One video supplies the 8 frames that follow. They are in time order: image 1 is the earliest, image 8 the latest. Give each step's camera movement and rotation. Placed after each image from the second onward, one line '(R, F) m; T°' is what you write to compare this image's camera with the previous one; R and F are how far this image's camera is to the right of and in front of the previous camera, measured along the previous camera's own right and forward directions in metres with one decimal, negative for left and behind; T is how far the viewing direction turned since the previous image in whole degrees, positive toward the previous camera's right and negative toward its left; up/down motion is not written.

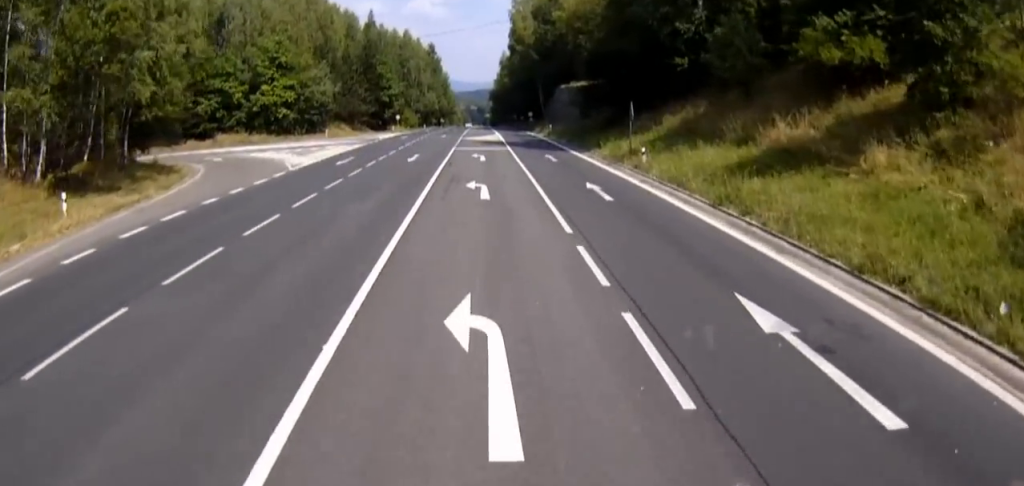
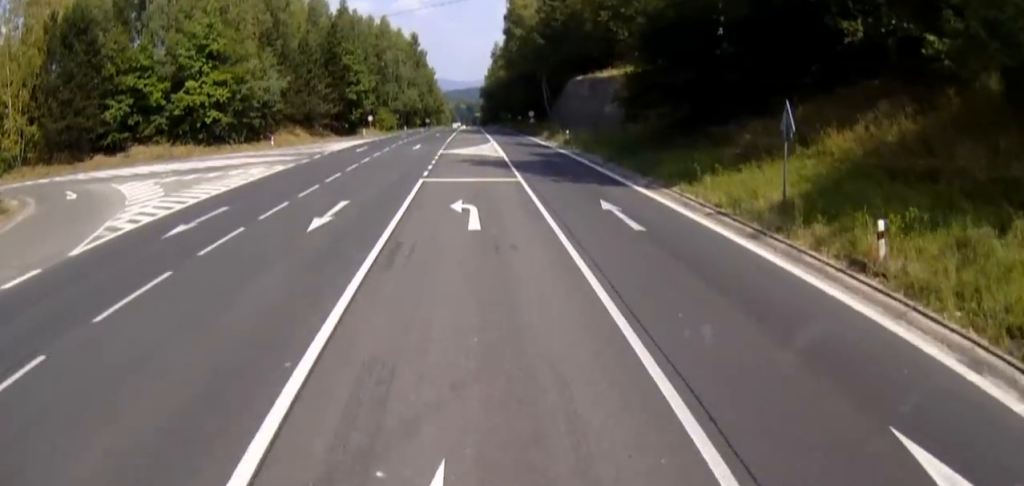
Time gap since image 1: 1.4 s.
(0.0, +22.9) m; 0°
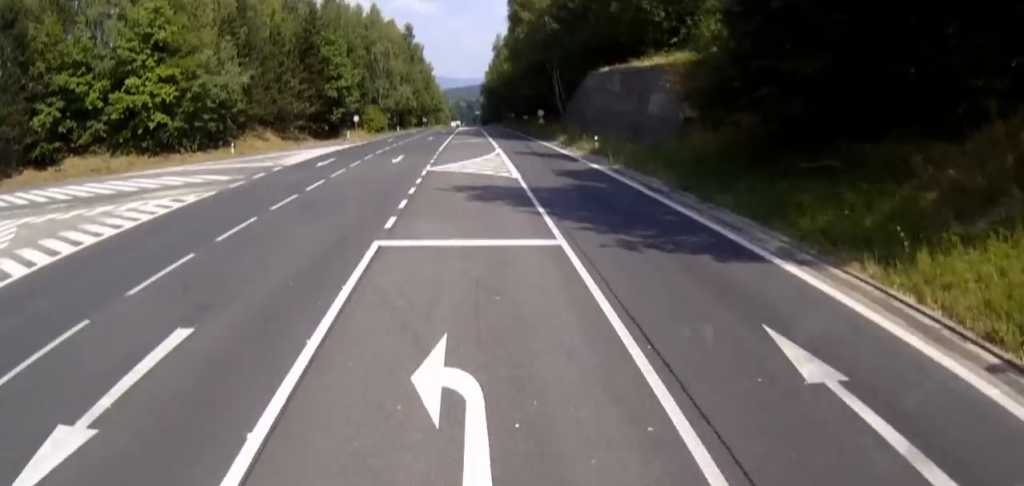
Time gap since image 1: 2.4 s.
(0.0, +15.1) m; 0°
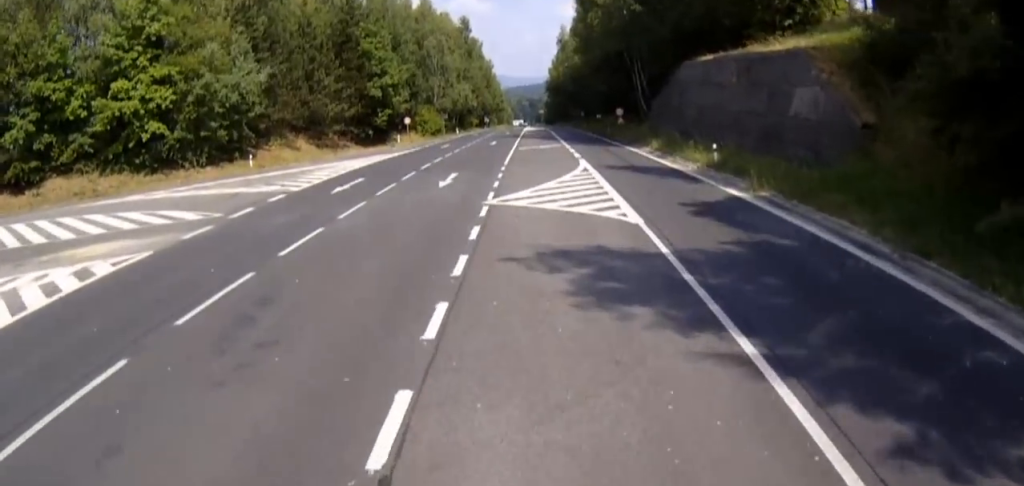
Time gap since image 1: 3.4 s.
(0.0, +13.4) m; -3°
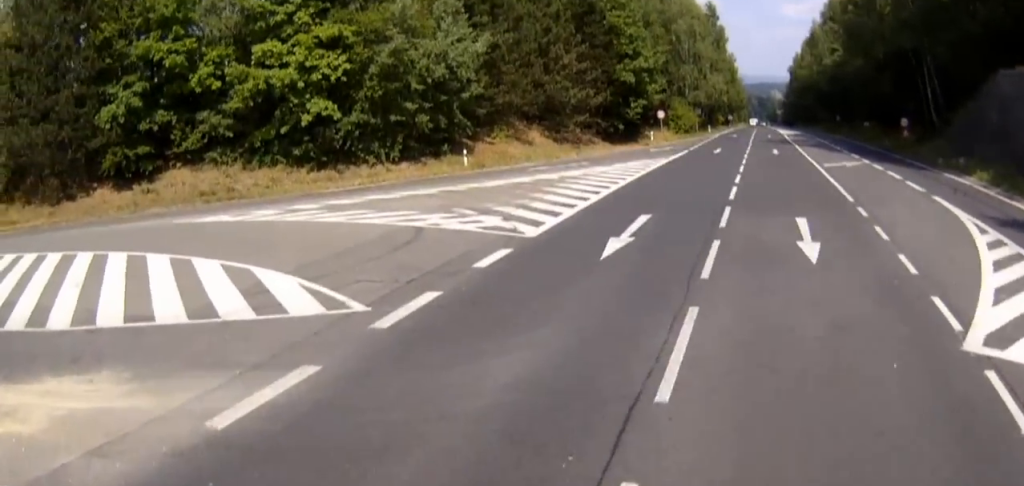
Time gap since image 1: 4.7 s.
(-1.5, +14.9) m; -13°
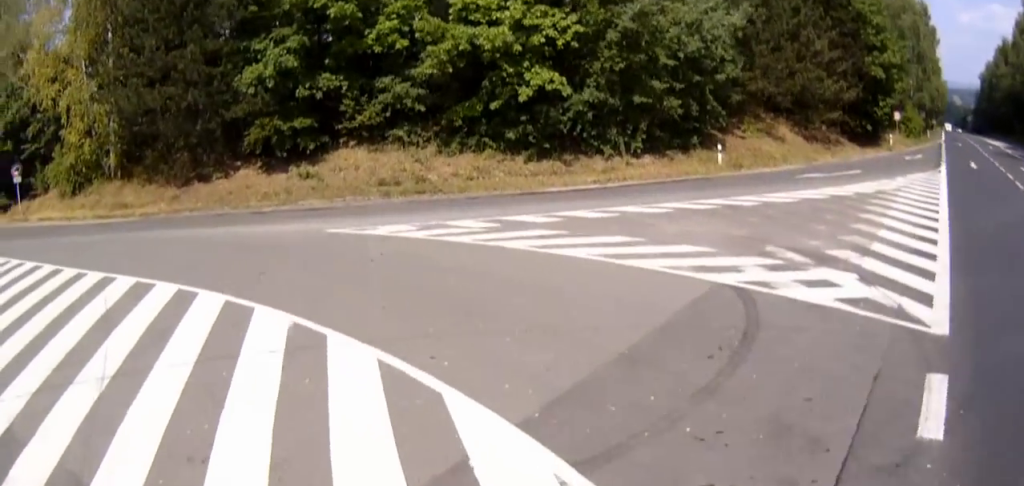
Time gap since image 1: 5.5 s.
(-0.6, +8.0) m; -6°
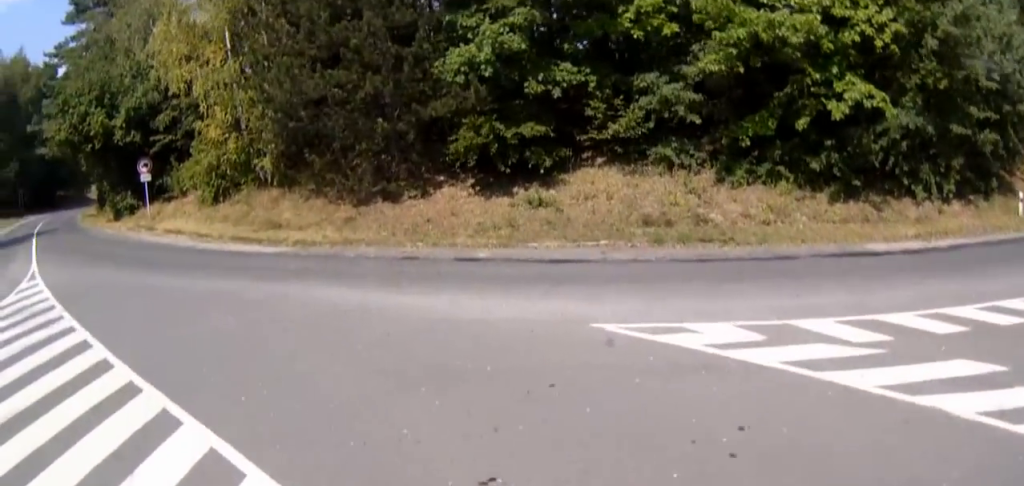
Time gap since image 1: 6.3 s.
(-0.2, +7.4) m; -8°
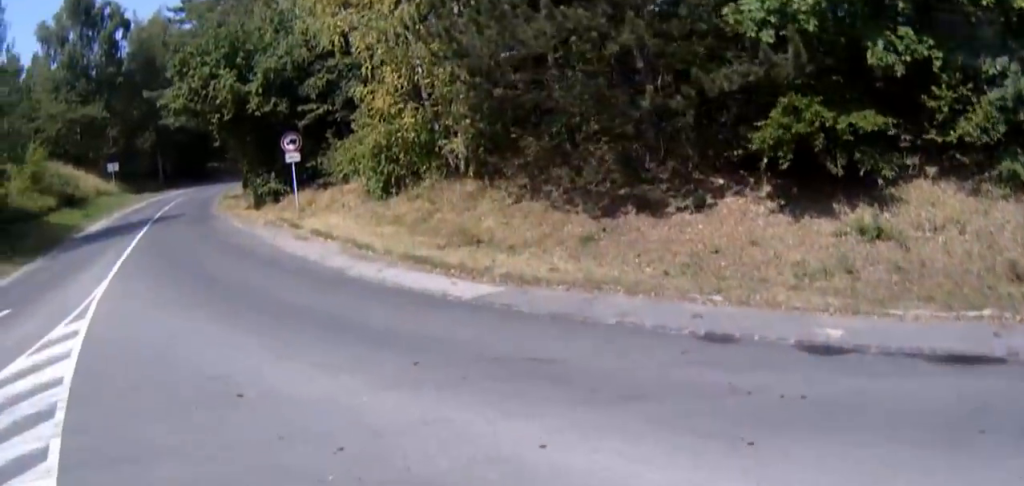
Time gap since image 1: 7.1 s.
(-0.2, +6.7) m; -14°
